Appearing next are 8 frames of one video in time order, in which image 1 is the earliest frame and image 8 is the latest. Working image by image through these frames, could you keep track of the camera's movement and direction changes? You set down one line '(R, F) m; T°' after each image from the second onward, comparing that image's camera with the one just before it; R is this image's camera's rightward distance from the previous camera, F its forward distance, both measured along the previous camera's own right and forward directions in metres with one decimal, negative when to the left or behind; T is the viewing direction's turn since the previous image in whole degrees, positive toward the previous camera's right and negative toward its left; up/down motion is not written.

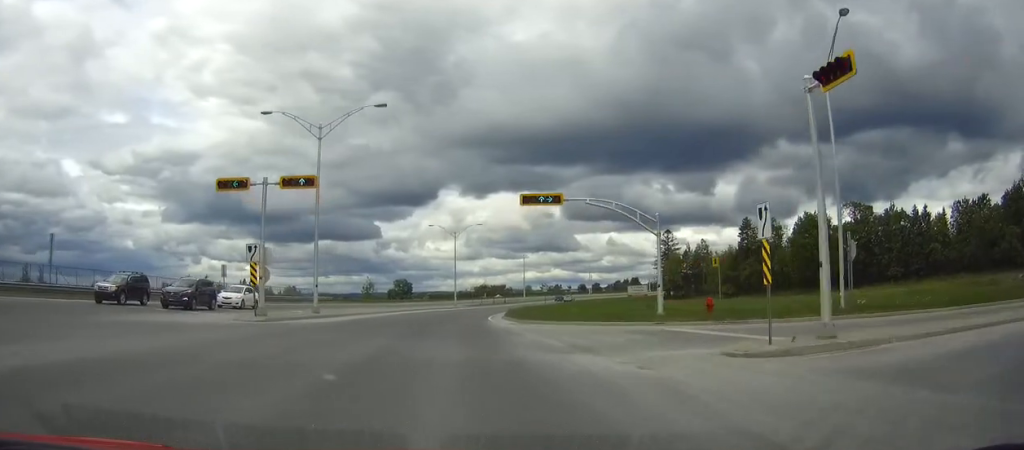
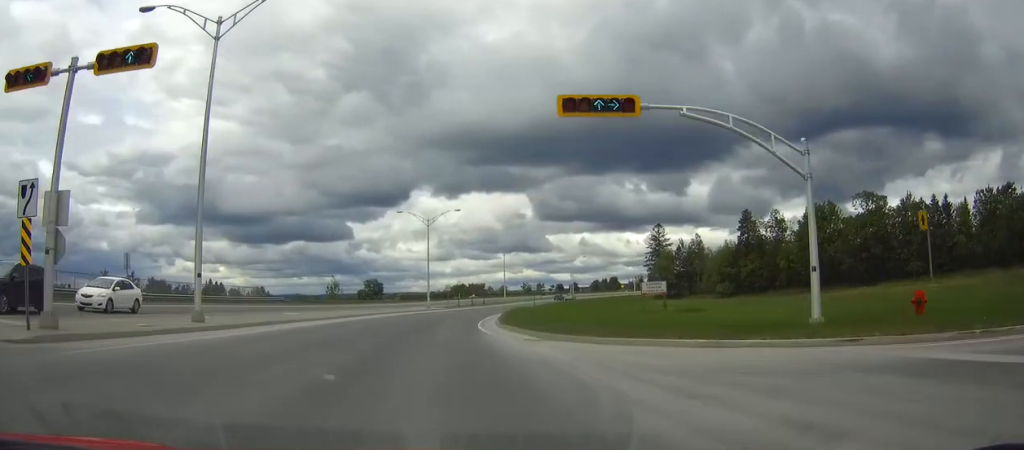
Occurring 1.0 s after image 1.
(+0.3, +15.6) m; +2°
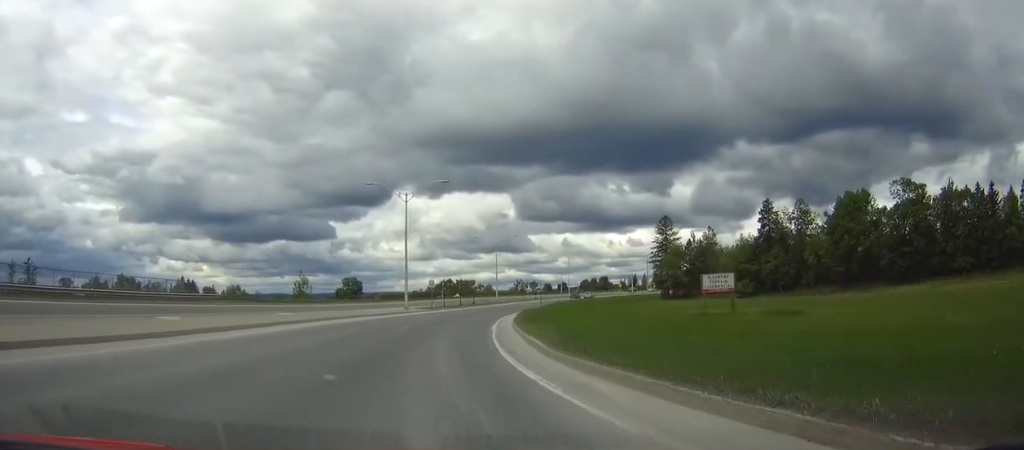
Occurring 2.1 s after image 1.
(+0.3, +19.0) m; +2°
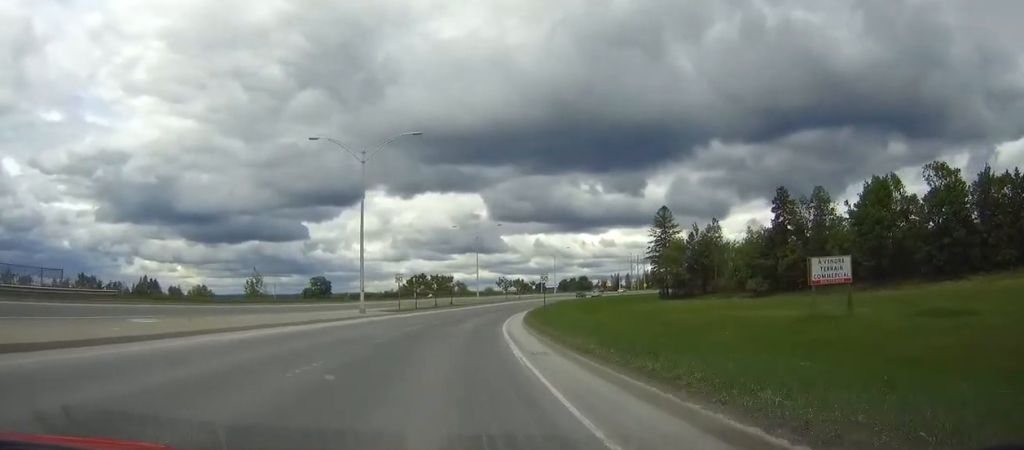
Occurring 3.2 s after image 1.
(+0.3, +17.5) m; +2°
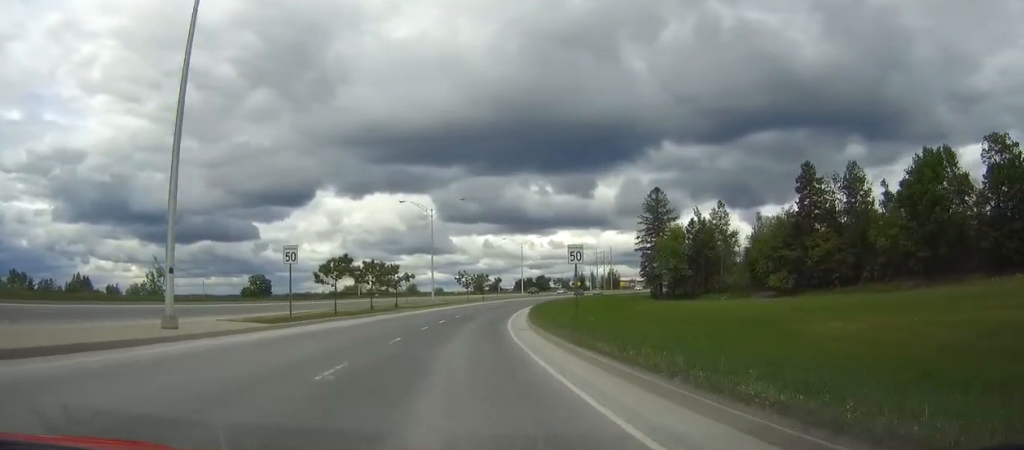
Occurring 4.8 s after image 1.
(+0.9, +26.6) m; +4°
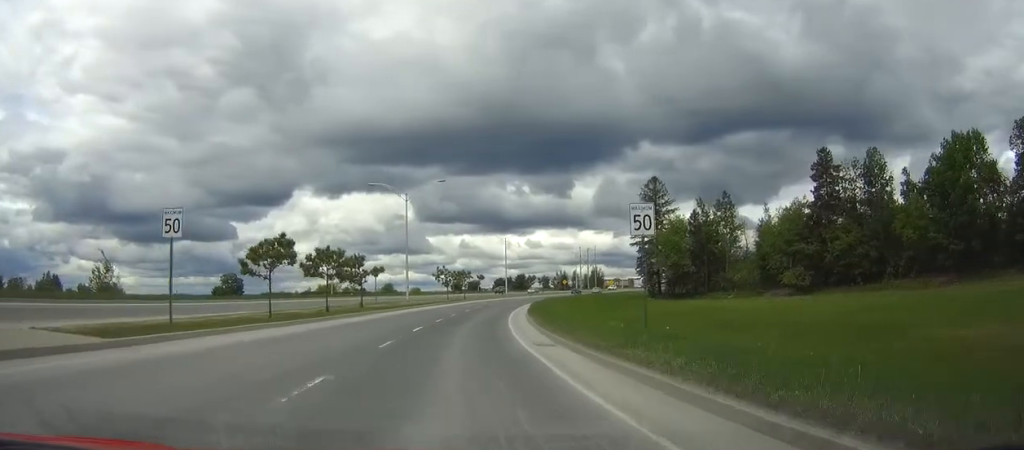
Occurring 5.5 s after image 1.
(+0.1, +11.2) m; +2°
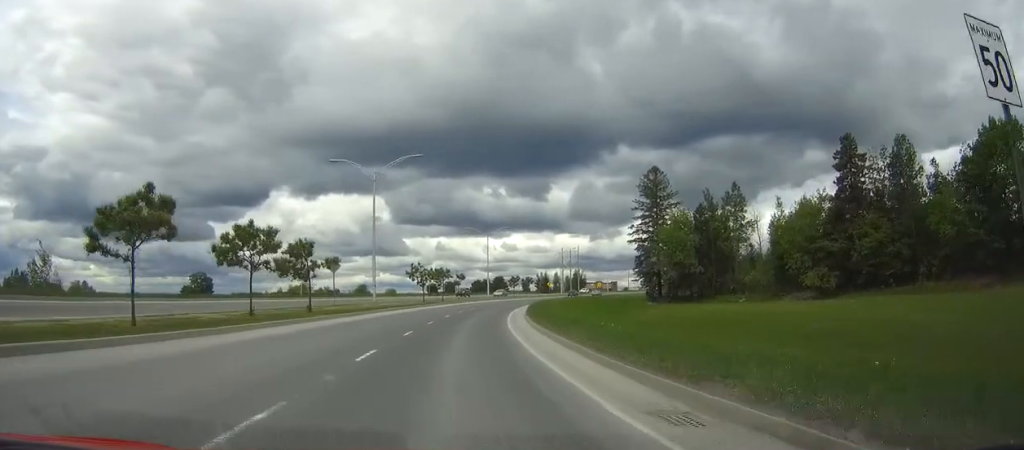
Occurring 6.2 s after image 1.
(+0.2, +11.8) m; +2°
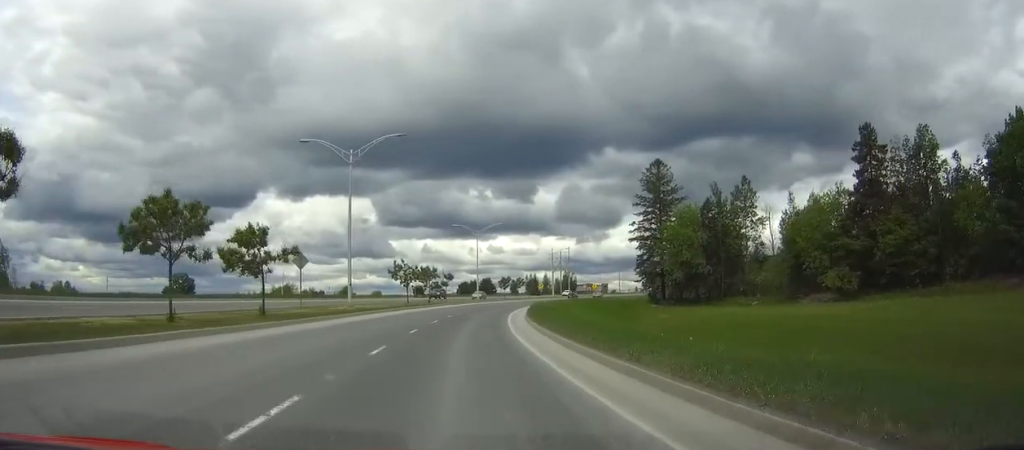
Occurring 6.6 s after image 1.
(0.0, +7.3) m; +1°
